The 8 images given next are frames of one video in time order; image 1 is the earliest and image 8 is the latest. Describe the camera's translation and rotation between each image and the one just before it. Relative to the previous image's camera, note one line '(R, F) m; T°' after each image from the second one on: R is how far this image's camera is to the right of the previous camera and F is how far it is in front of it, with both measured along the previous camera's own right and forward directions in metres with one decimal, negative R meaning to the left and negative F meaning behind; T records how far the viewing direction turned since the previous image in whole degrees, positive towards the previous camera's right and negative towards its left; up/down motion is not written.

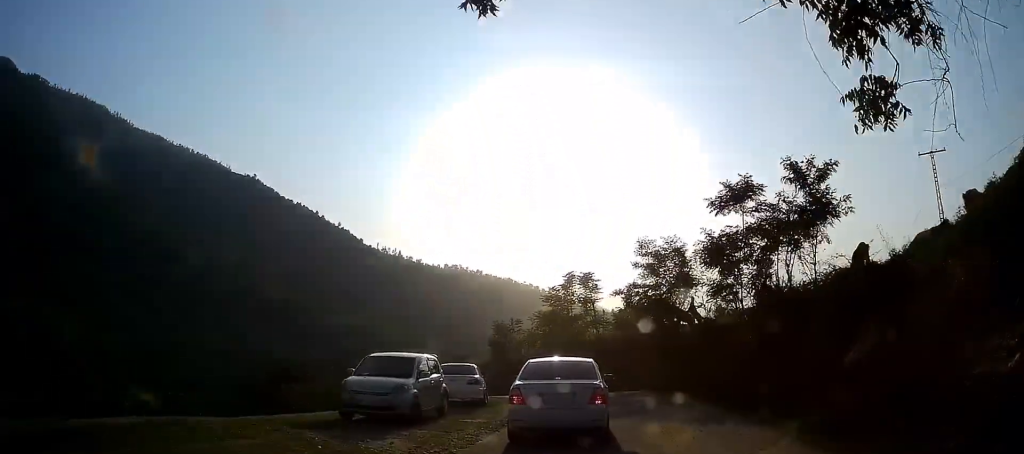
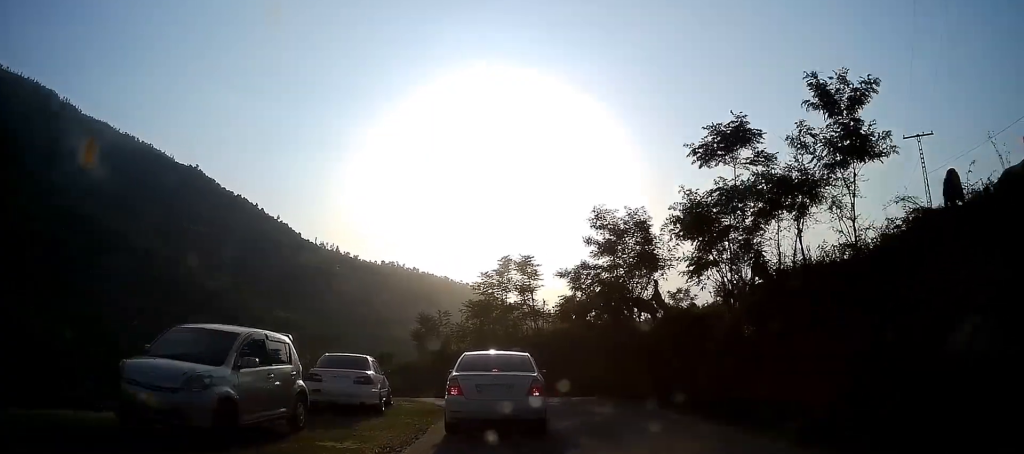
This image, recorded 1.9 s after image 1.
(+0.2, +6.6) m; +6°
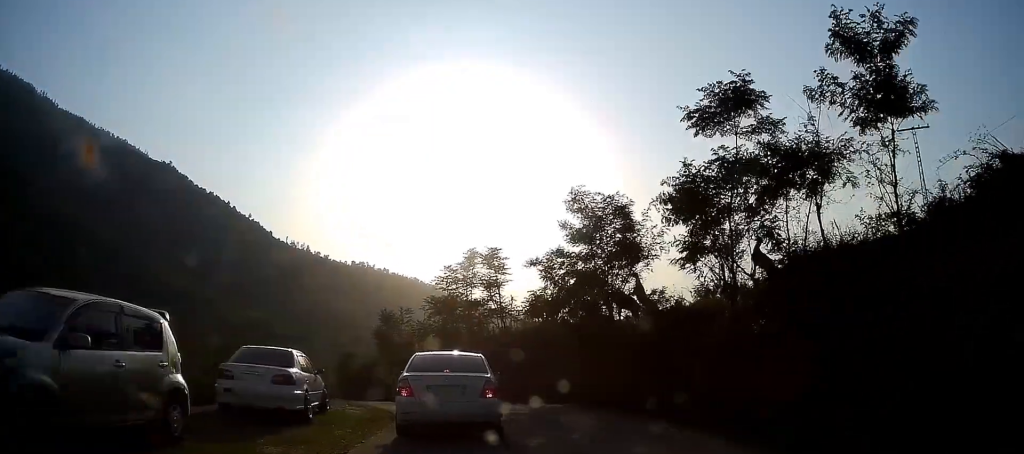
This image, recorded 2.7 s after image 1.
(+0.1, +2.8) m; +3°
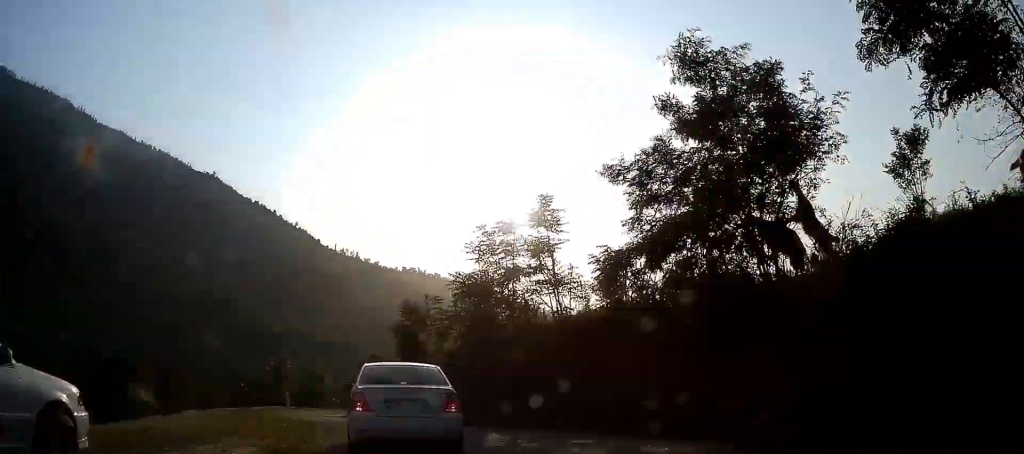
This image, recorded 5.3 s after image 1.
(+0.7, +9.5) m; +1°
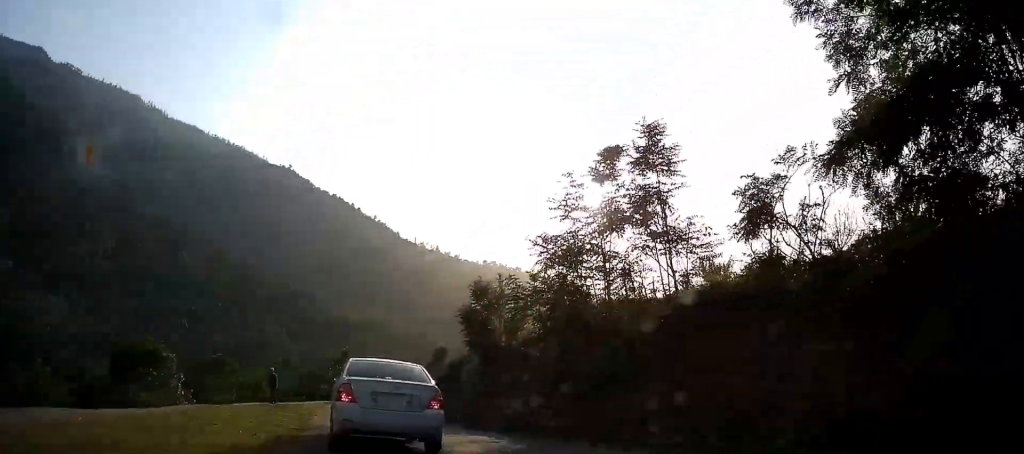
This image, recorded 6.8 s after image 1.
(-0.3, +5.3) m; -9°
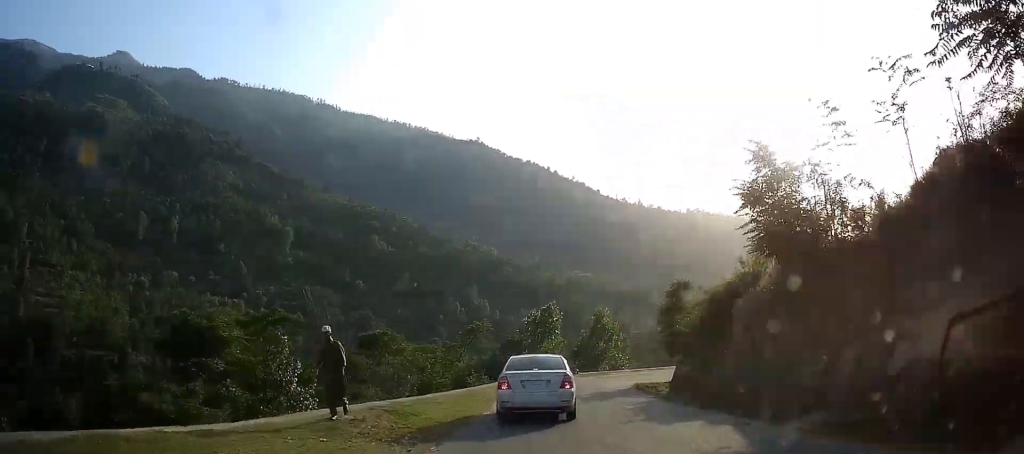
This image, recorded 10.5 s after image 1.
(-2.2, +13.1) m; -14°
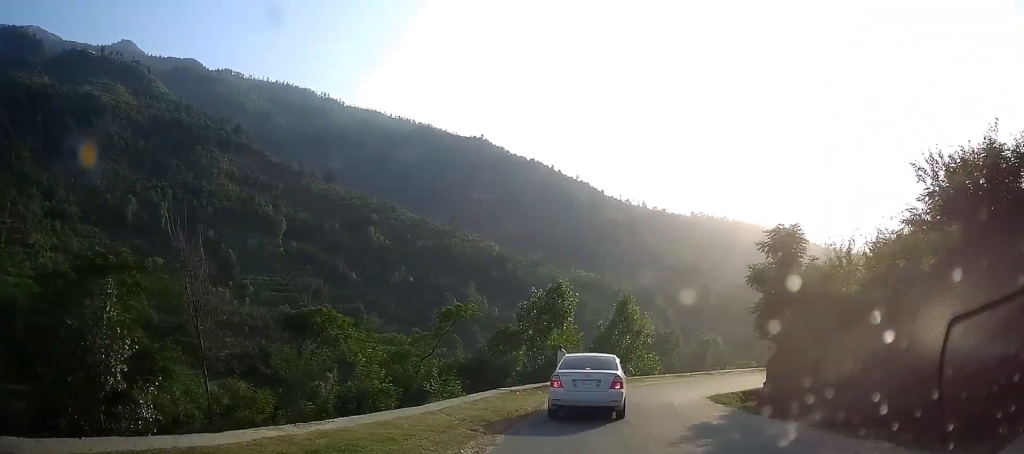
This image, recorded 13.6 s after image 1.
(-0.6, +11.4) m; -5°
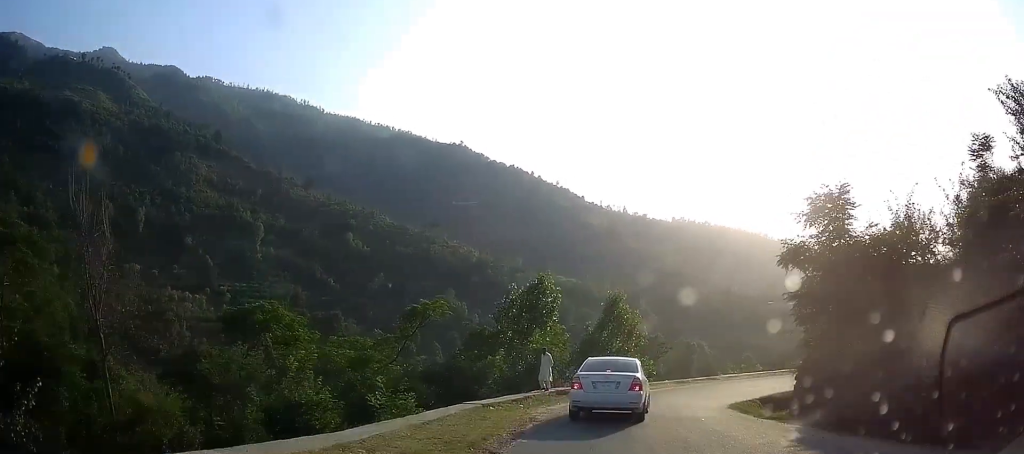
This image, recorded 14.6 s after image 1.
(0.0, +4.0) m; 0°
